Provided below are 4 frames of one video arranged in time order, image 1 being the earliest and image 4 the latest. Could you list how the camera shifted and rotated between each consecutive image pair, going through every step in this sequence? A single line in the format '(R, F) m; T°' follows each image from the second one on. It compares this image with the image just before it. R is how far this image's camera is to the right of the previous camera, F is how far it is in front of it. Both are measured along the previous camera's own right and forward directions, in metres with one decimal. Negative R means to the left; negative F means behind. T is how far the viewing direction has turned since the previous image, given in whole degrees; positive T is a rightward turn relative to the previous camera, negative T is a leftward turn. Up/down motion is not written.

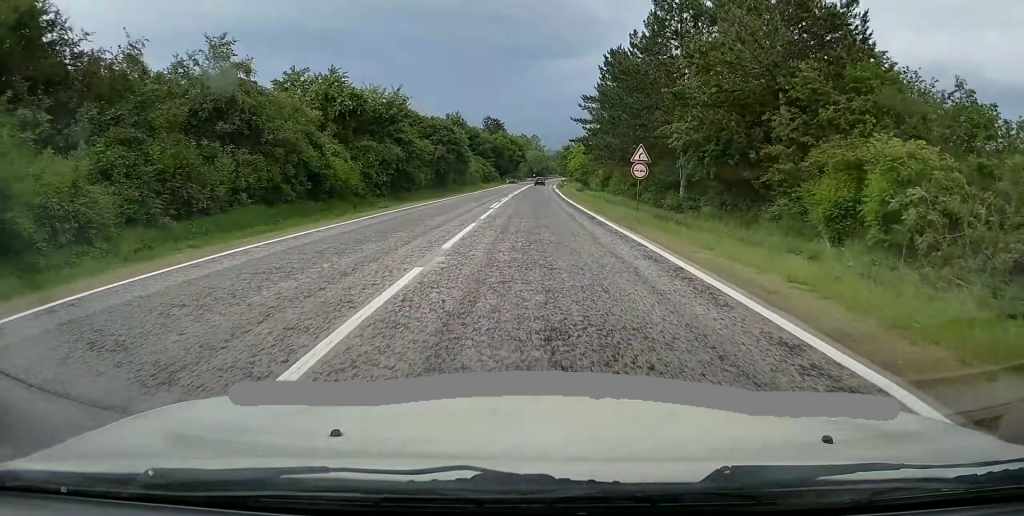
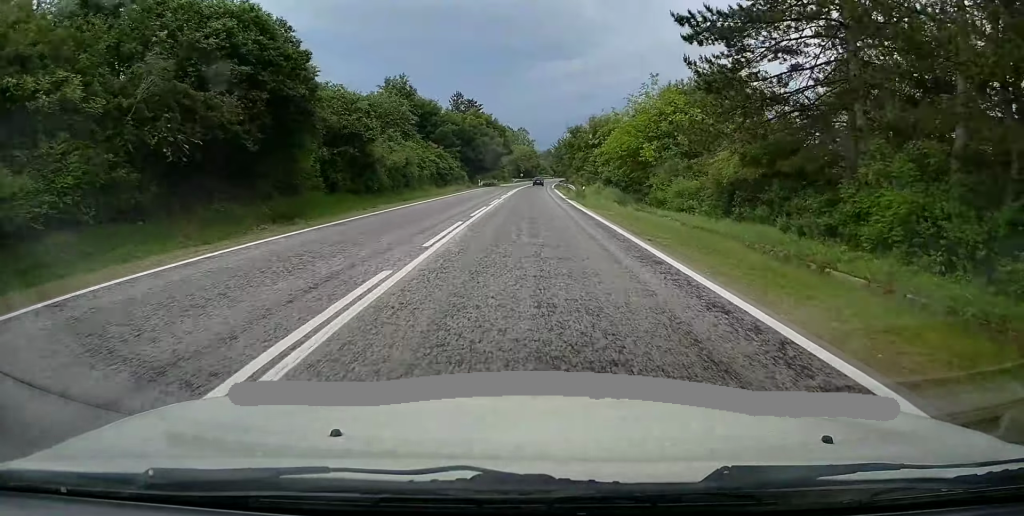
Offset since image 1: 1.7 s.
(+0.6, +42.9) m; +1°
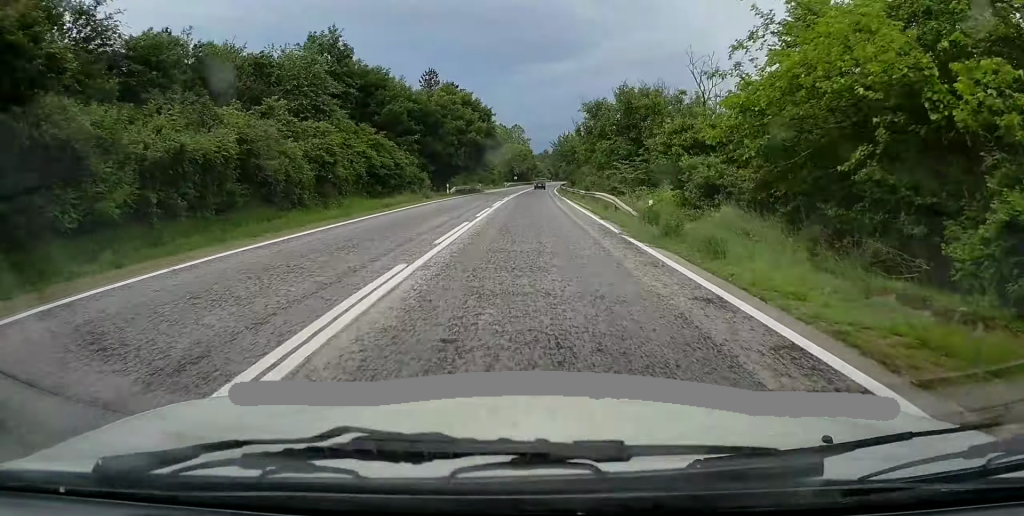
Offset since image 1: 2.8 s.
(-0.2, +25.8) m; 0°
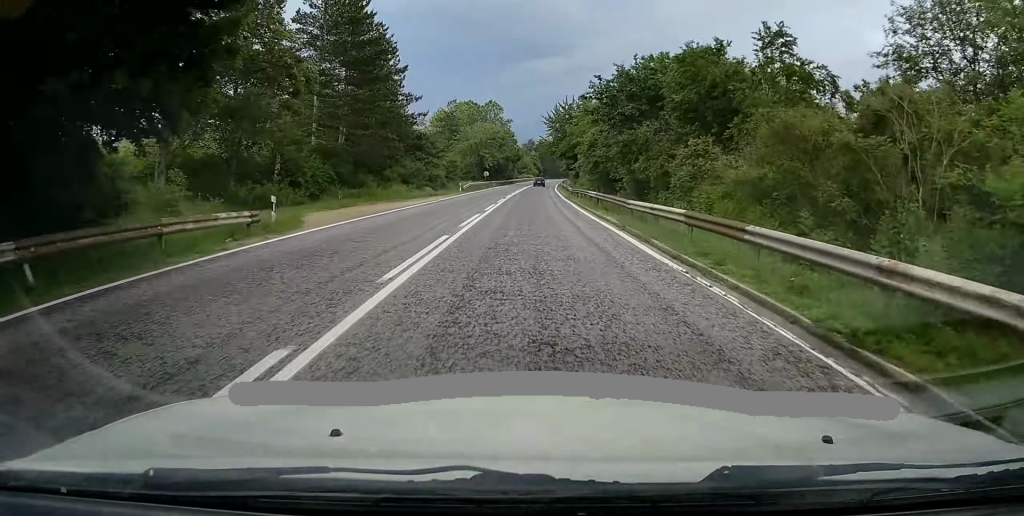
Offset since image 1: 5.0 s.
(+1.1, +57.5) m; +2°
